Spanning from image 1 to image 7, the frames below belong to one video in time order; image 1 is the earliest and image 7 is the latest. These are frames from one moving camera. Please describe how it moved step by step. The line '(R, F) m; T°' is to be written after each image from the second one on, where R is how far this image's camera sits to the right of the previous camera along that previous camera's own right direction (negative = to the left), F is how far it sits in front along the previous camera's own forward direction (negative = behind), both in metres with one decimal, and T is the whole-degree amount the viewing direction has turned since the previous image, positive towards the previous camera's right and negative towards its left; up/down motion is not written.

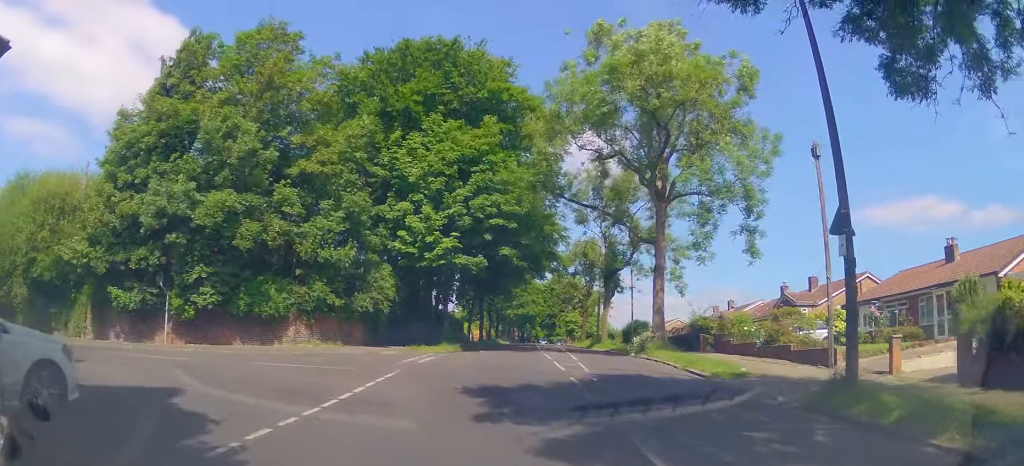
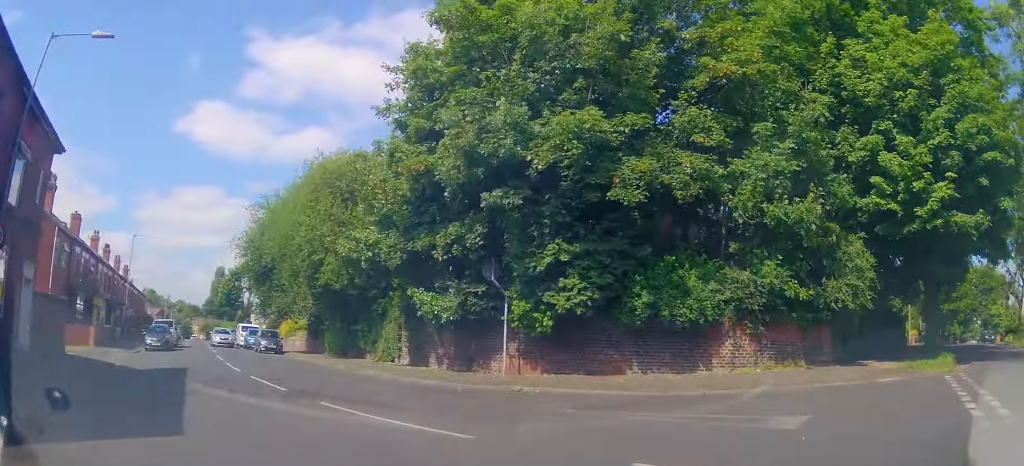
(-3.0, +10.9) m; -43°
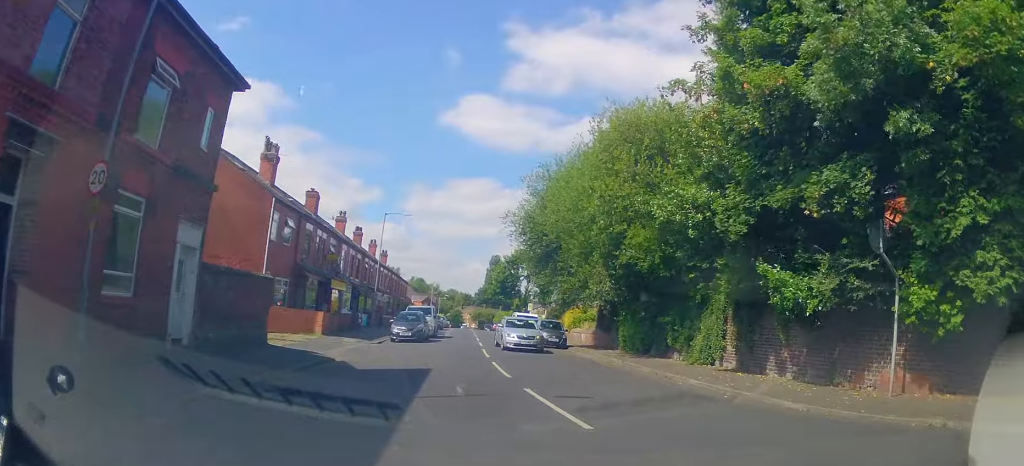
(-1.9, +5.3) m; -34°
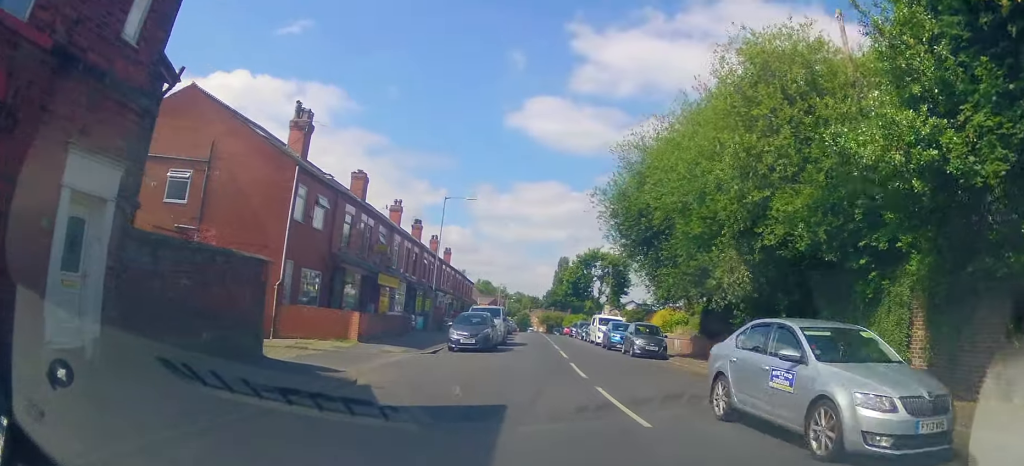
(-0.1, +6.2) m; +2°
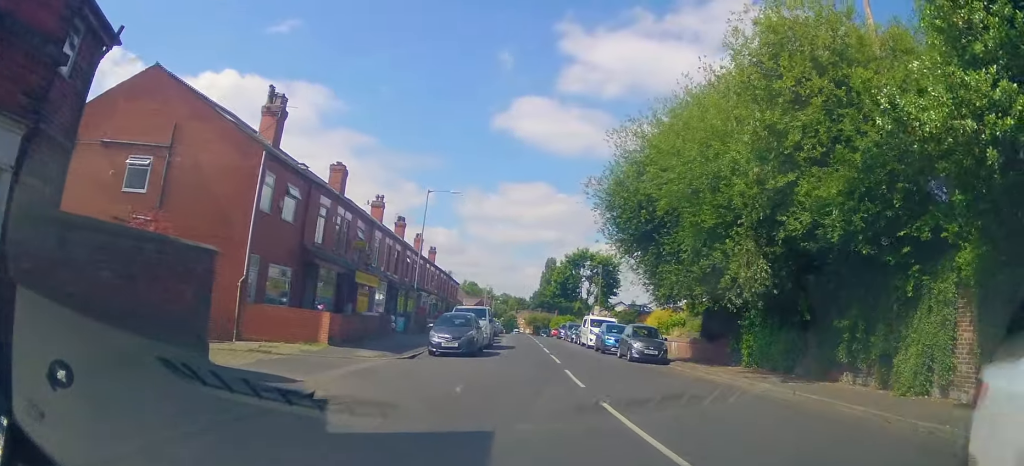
(+0.1, +2.2) m; 0°
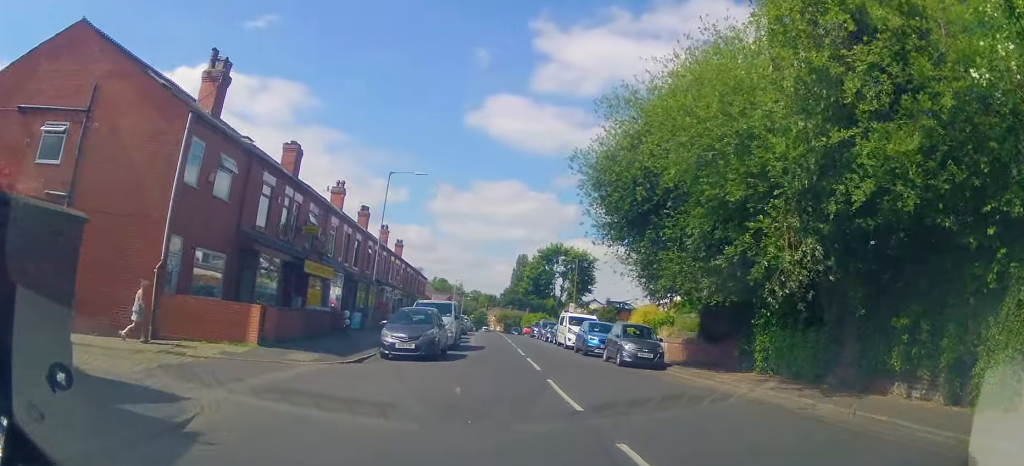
(-0.3, +3.7) m; -2°
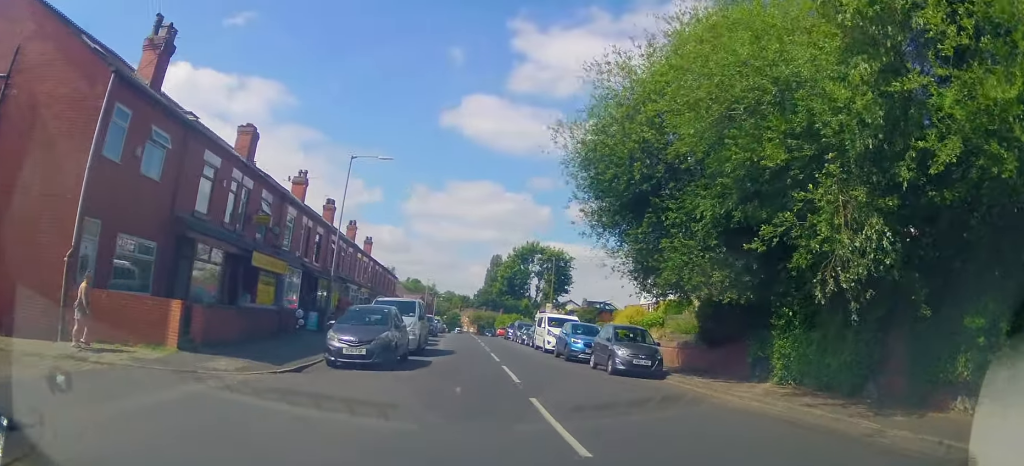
(+0.1, +2.9) m; +6°
